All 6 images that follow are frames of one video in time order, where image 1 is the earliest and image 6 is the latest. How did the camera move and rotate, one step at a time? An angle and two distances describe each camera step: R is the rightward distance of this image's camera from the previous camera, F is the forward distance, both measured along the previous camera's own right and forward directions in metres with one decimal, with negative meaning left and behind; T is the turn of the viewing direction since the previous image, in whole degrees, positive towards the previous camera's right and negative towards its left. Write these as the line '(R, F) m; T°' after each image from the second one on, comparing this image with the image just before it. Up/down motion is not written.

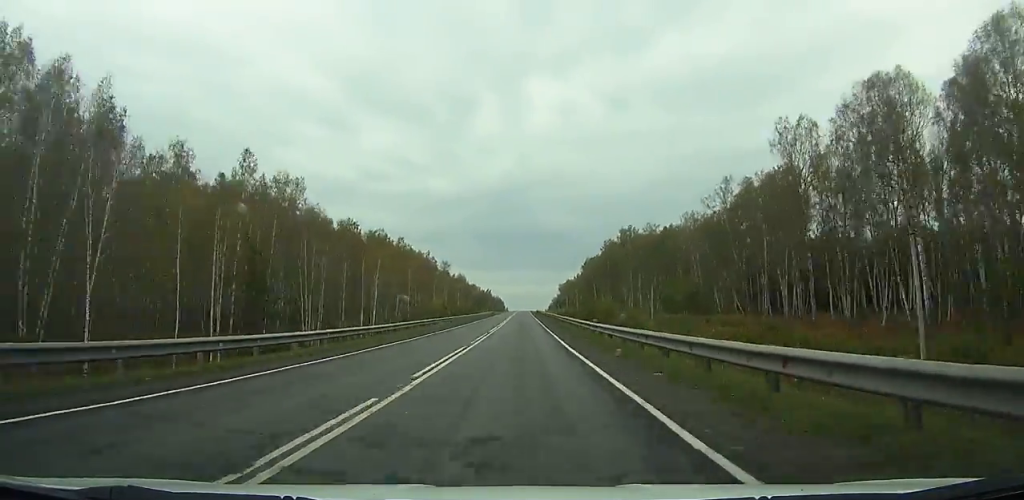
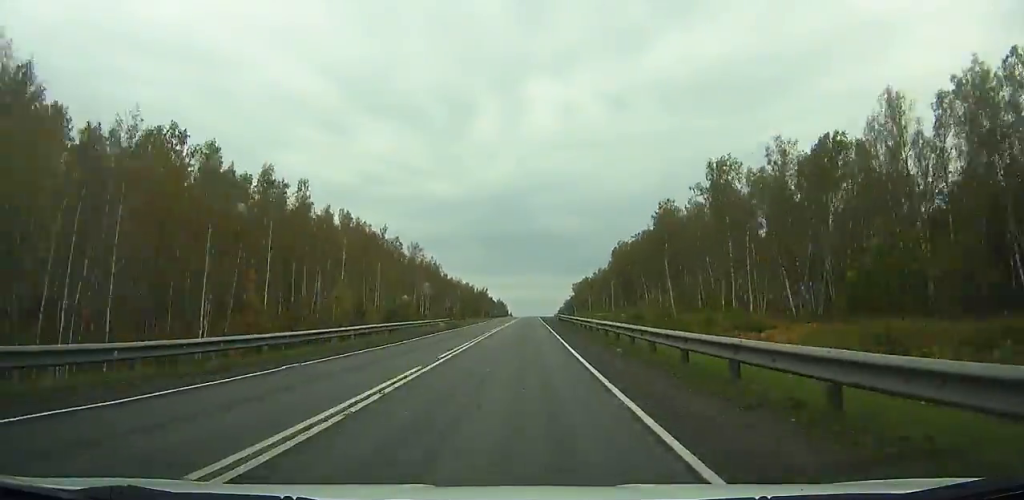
(0.0, +78.8) m; 0°
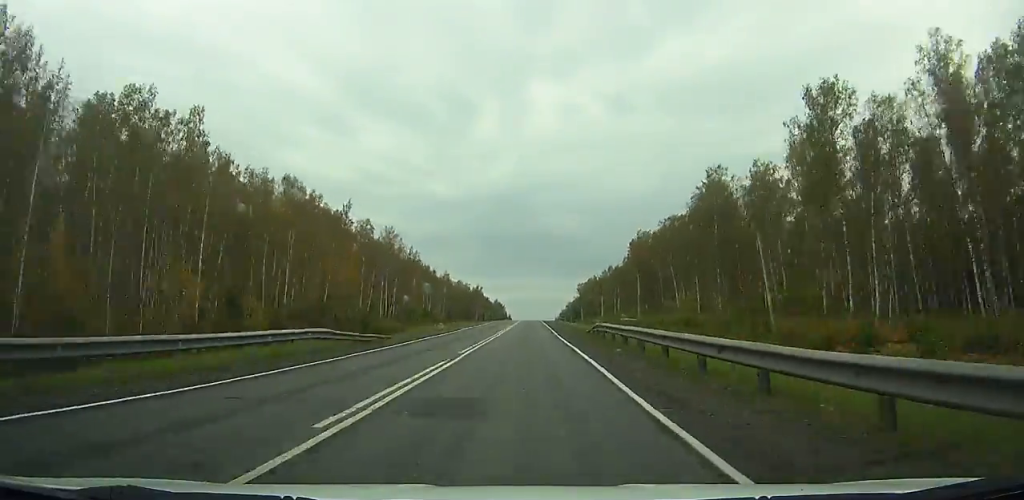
(-0.1, +33.8) m; 0°
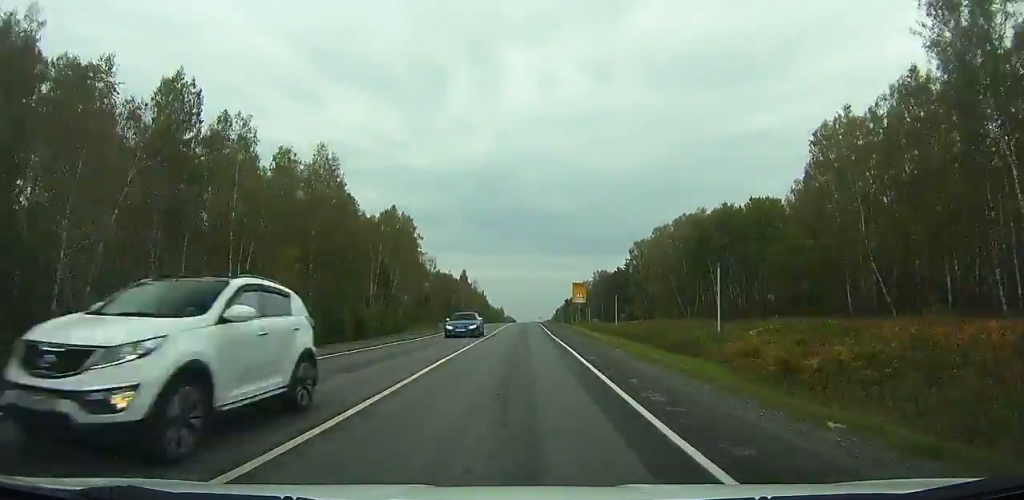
(+0.9, +312.4) m; 0°
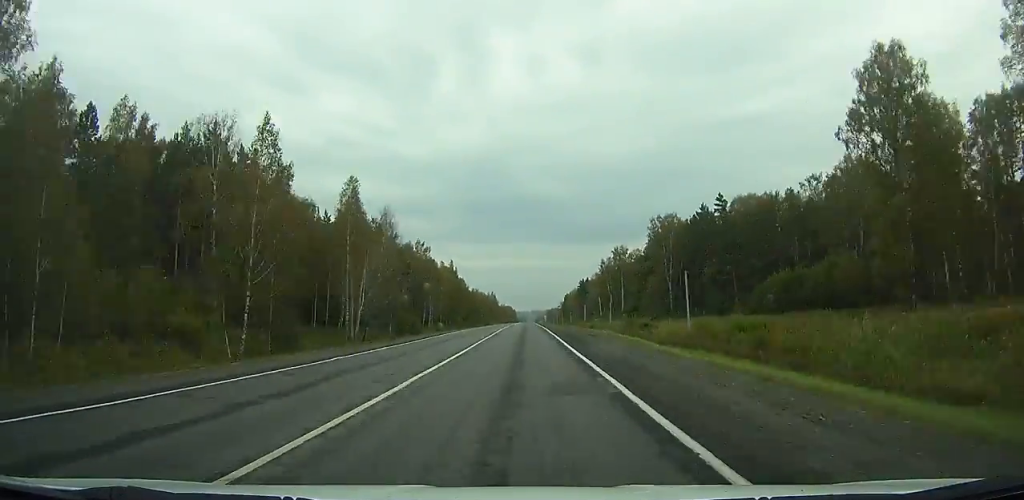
(-0.2, +124.5) m; 0°
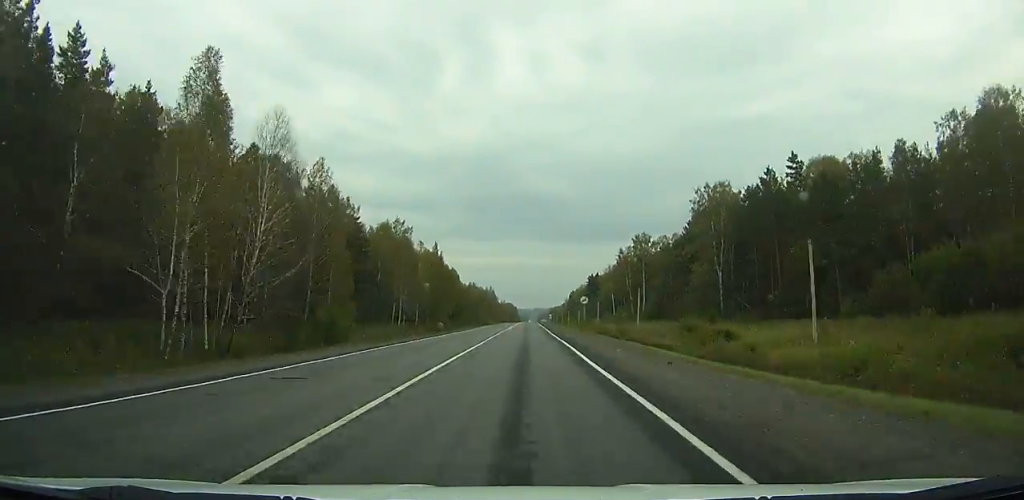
(-0.1, +35.6) m; 0°
